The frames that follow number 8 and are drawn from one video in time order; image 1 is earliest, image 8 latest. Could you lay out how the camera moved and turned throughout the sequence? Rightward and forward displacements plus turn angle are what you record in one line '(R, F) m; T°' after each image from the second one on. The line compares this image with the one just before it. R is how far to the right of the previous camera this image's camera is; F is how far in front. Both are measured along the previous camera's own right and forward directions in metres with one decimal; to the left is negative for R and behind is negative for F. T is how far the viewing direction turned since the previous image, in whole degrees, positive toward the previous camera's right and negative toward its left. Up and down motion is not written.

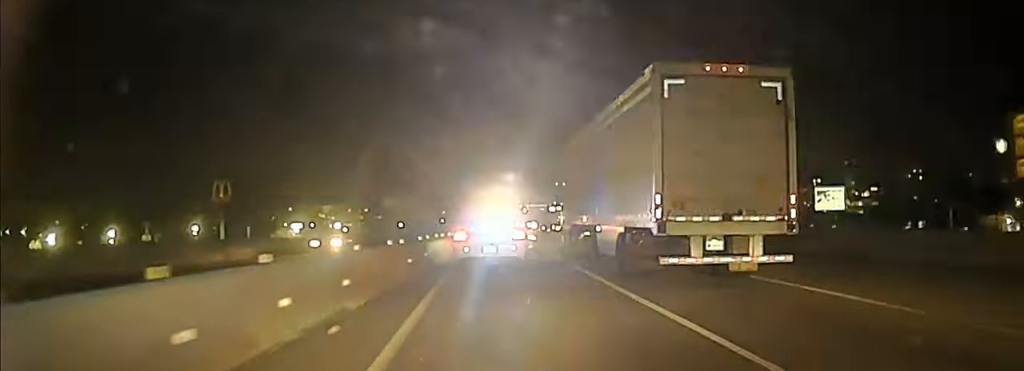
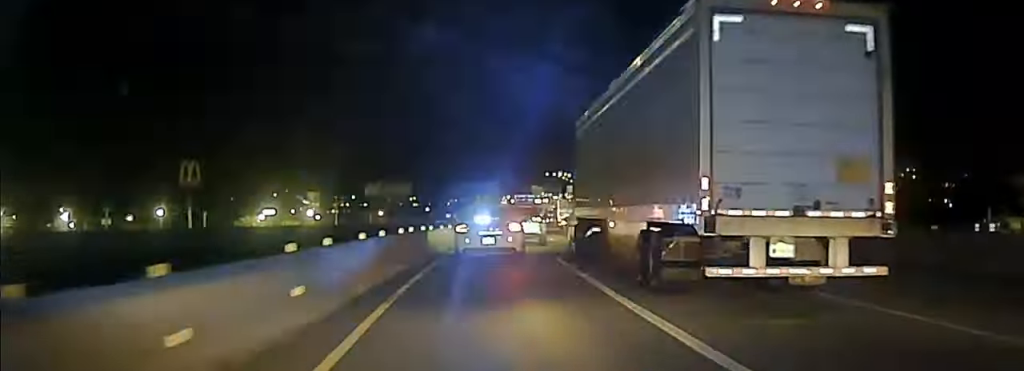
(-0.2, +14.3) m; 0°
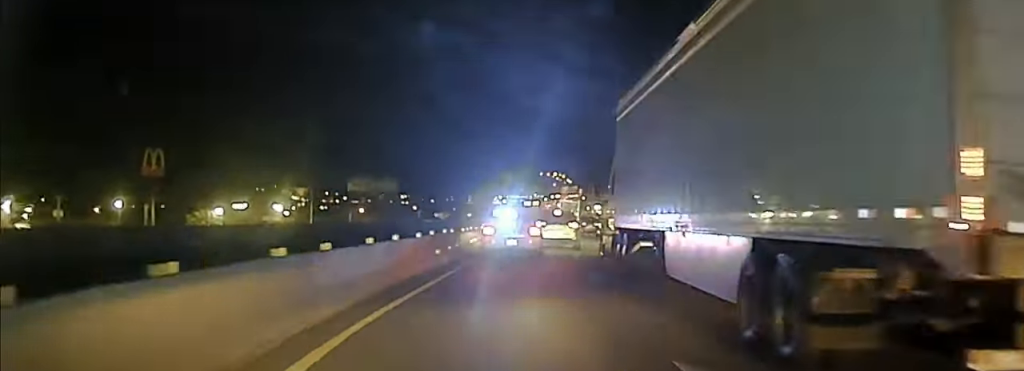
(+0.4, +18.2) m; +2°
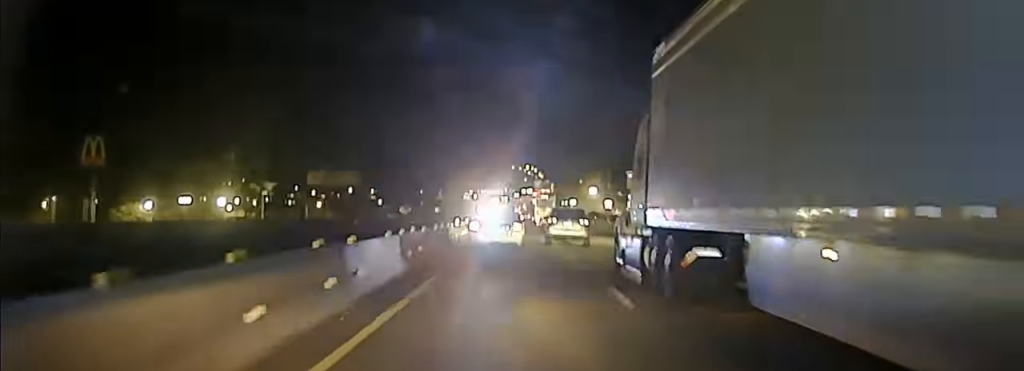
(0.0, +16.5) m; +2°
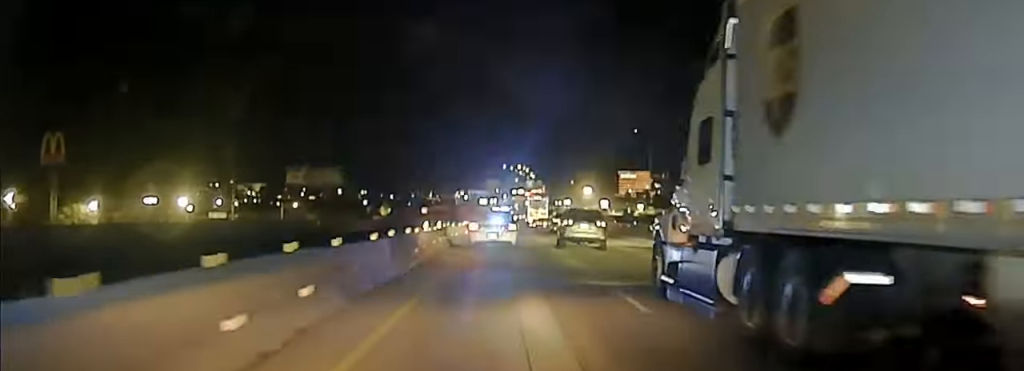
(+0.3, +14.0) m; +1°
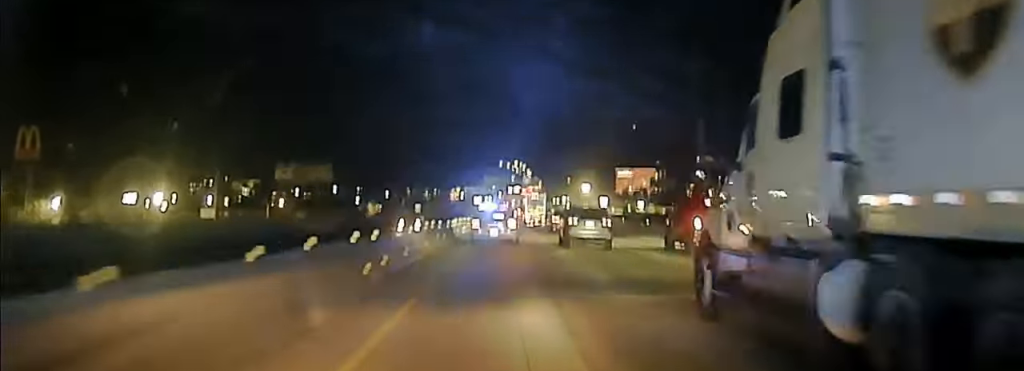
(+0.1, +7.9) m; 0°
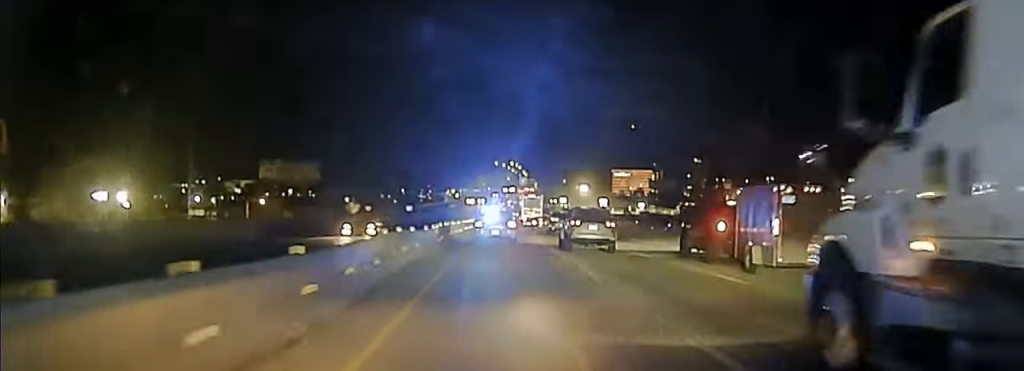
(0.0, +10.2) m; 0°
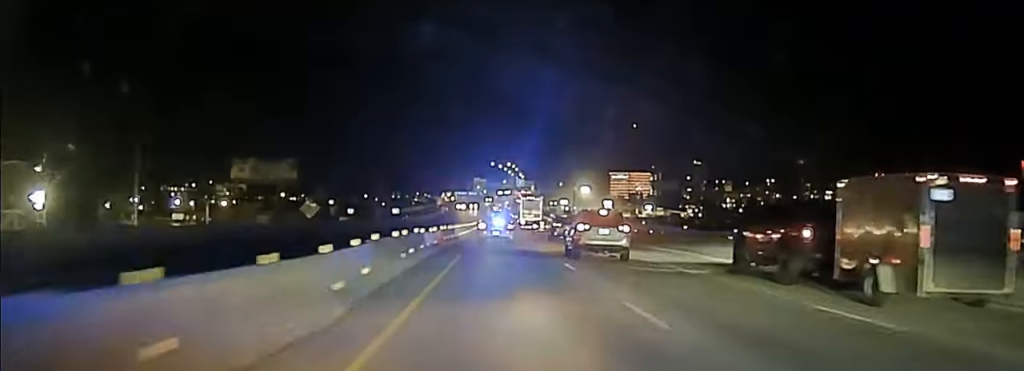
(0.0, +19.0) m; 0°
